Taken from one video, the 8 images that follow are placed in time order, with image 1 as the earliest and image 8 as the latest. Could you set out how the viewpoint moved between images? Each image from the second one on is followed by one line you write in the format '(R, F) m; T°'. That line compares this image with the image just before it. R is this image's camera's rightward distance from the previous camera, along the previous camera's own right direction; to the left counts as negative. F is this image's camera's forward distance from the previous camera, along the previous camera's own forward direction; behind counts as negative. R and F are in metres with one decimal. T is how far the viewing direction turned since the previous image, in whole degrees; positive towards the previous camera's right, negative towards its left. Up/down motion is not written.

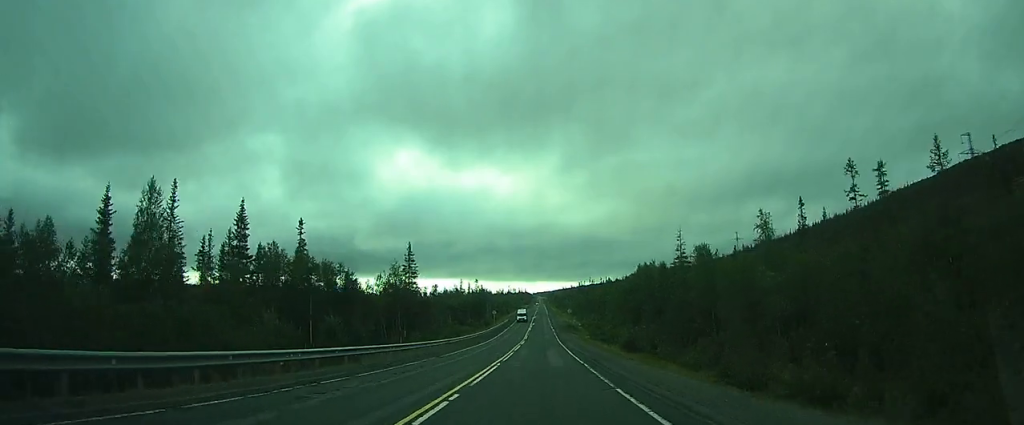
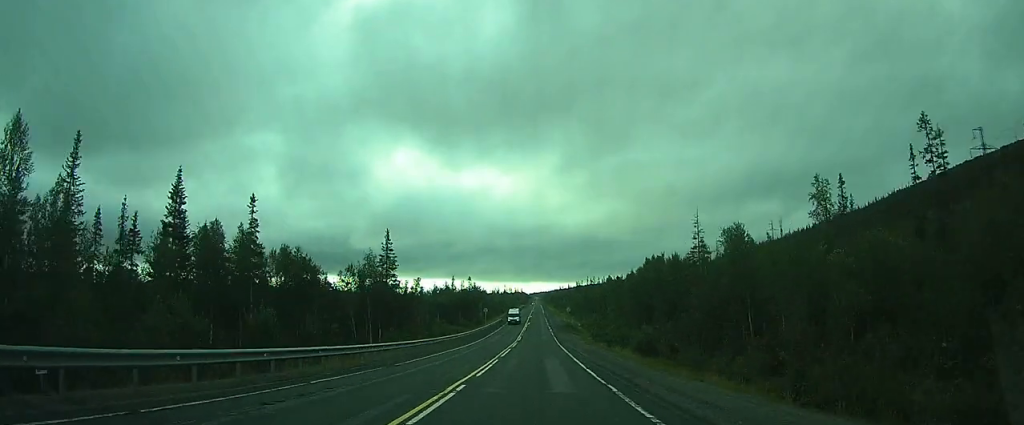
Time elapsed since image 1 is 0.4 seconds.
(0.0, +10.3) m; 0°
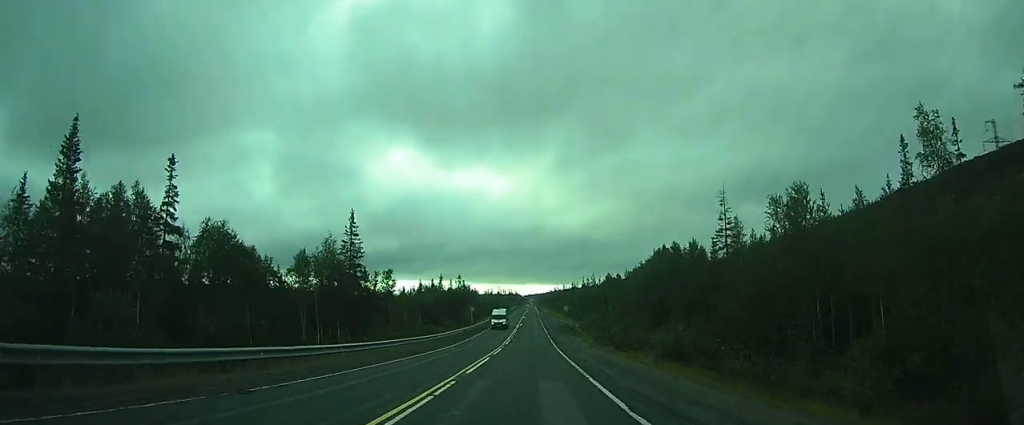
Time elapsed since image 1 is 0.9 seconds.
(0.0, +11.9) m; 0°
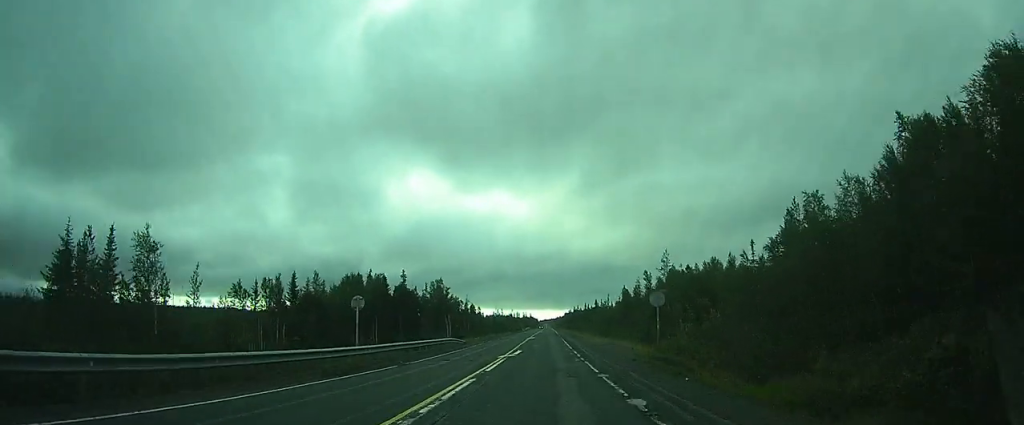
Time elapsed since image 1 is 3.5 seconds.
(+0.1, +60.9) m; 0°
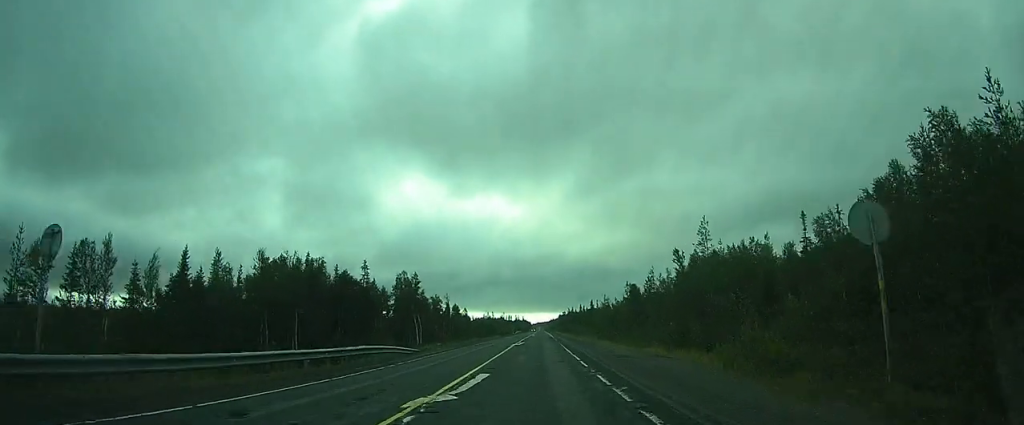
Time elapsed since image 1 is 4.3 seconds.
(0.0, +19.3) m; 0°
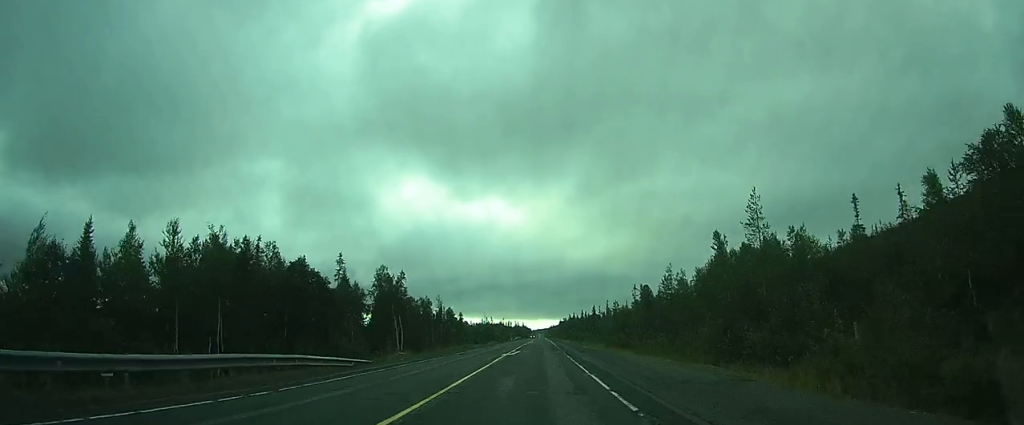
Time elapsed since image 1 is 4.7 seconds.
(0.0, +11.2) m; 0°
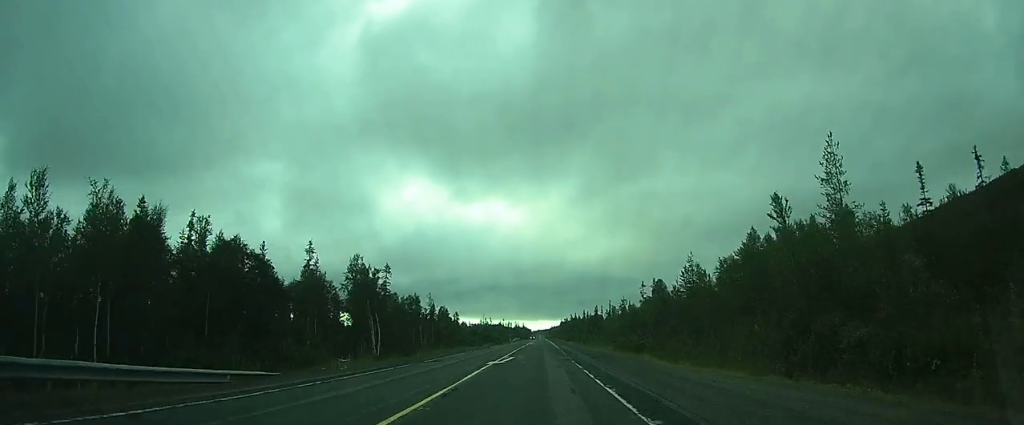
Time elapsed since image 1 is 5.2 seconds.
(0.0, +10.4) m; 0°
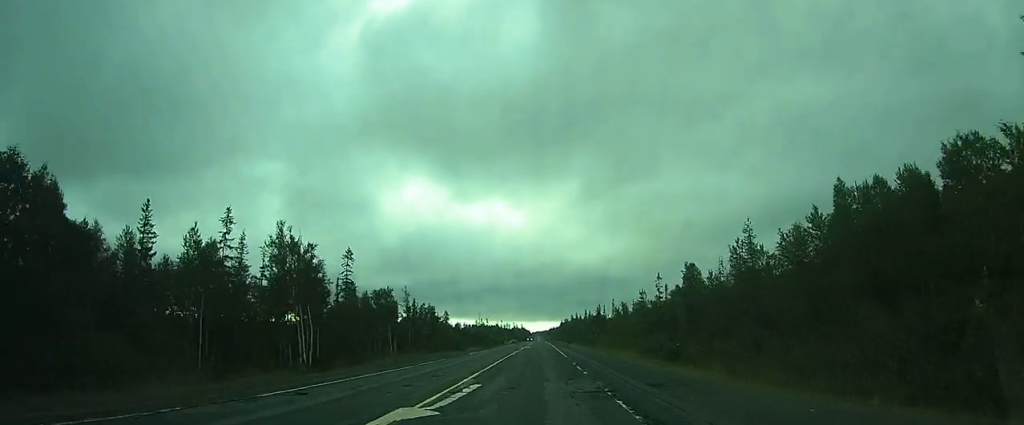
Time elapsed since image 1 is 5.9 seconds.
(0.0, +18.4) m; 0°
